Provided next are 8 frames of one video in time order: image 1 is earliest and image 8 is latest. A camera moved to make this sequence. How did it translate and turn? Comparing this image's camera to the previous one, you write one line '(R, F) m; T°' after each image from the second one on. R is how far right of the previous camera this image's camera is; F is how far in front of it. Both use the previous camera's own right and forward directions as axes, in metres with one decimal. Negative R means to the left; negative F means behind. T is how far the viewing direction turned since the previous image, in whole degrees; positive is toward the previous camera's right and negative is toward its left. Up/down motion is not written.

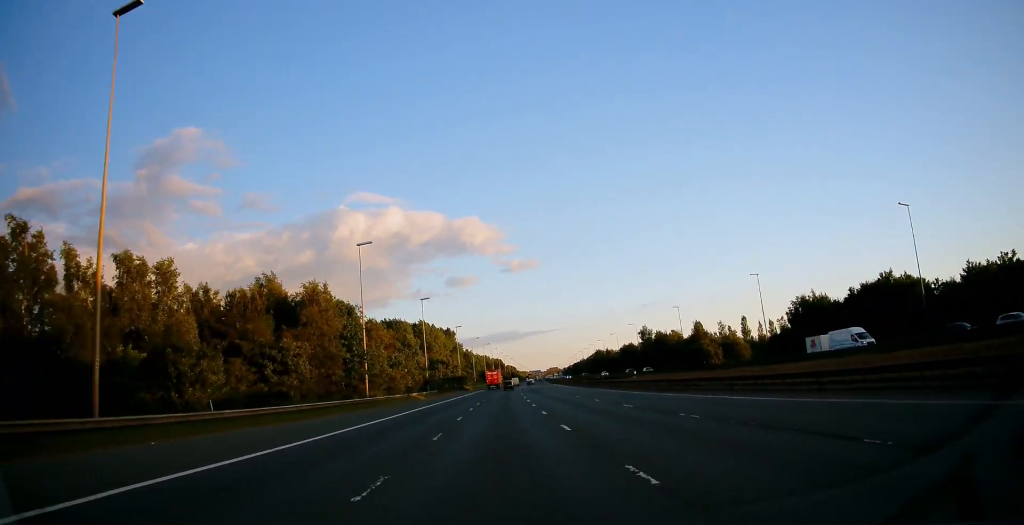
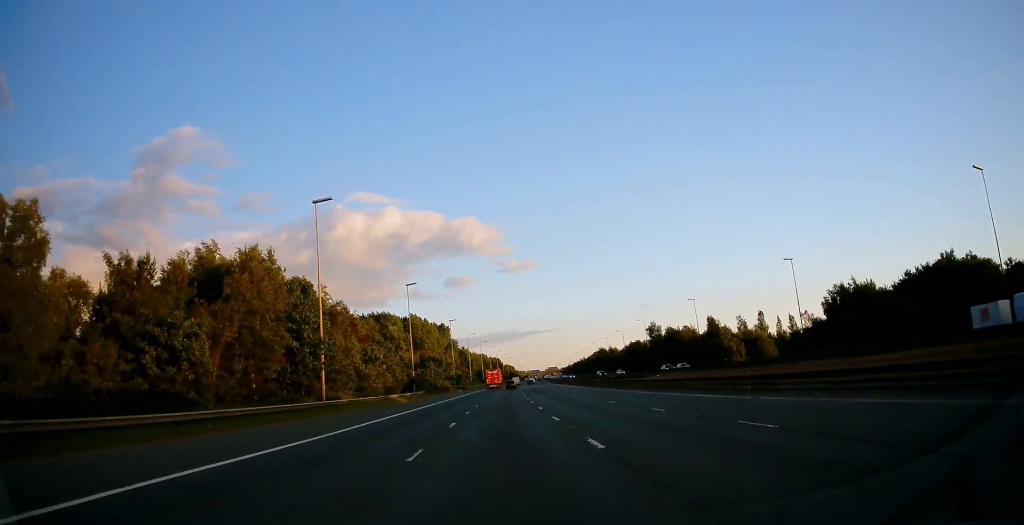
(+0.1, +13.2) m; 0°
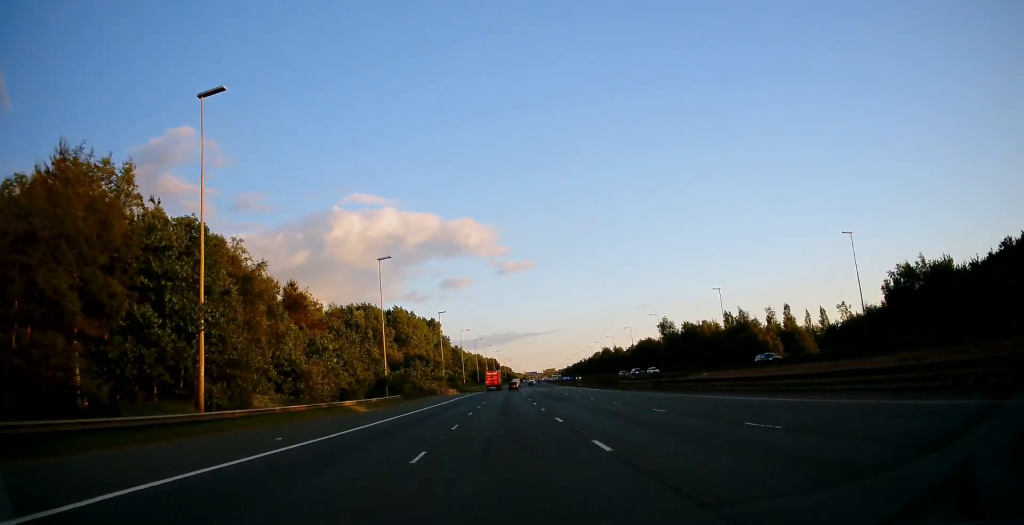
(+0.1, +18.5) m; +1°
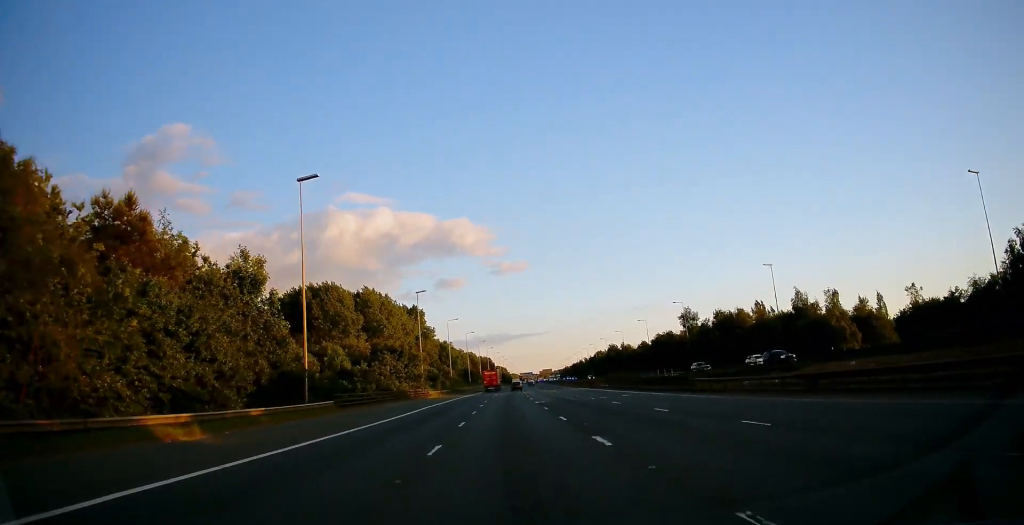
(+0.2, +25.7) m; 0°
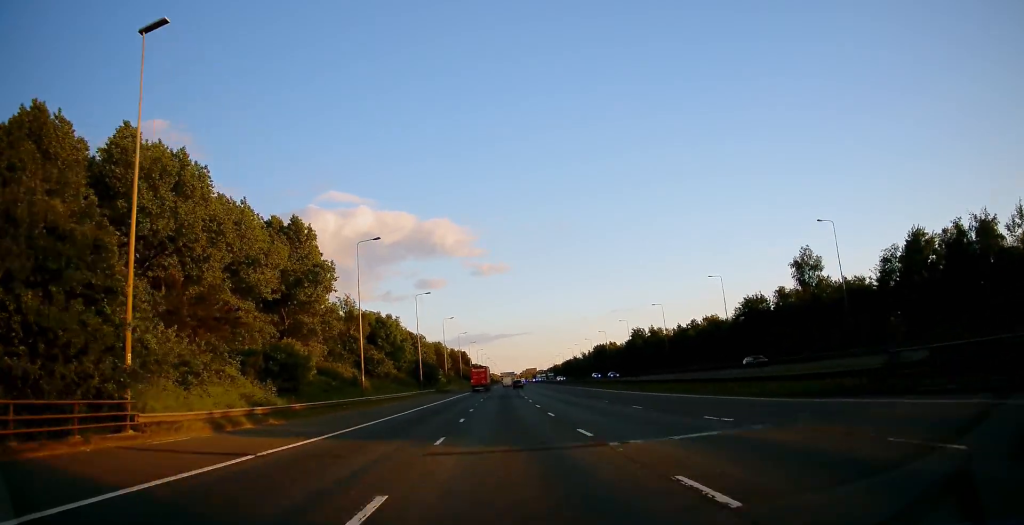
(+0.9, +69.5) m; +1°
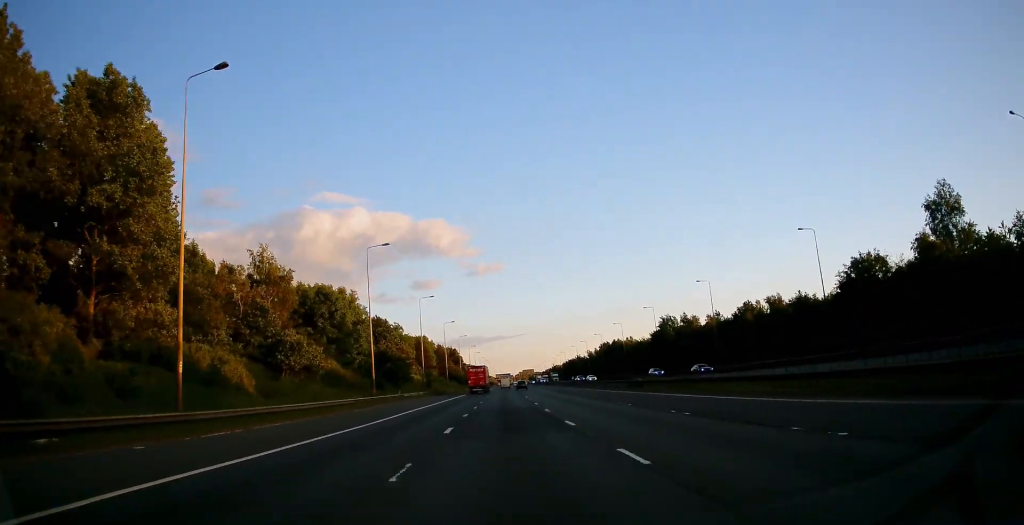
(-0.1, +31.9) m; 0°
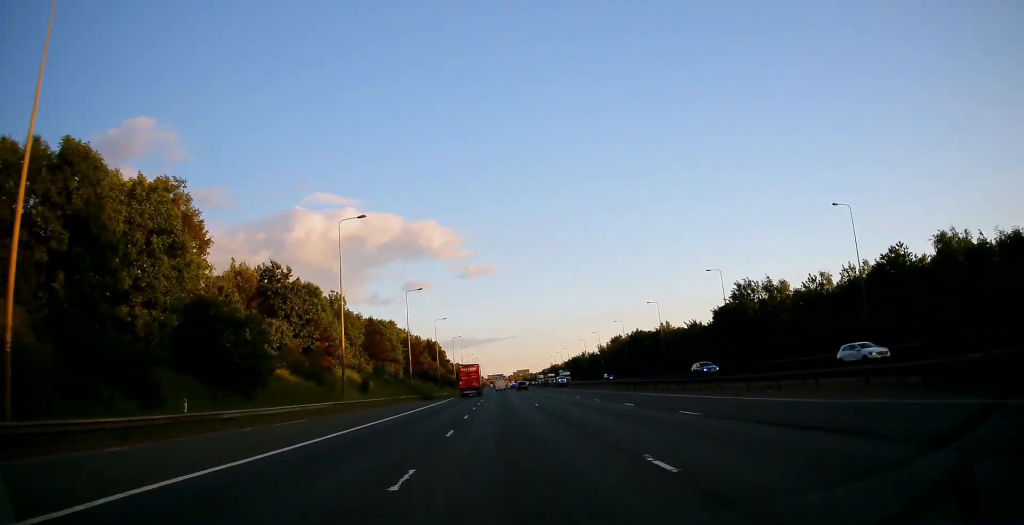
(+0.8, +45.9) m; +2°
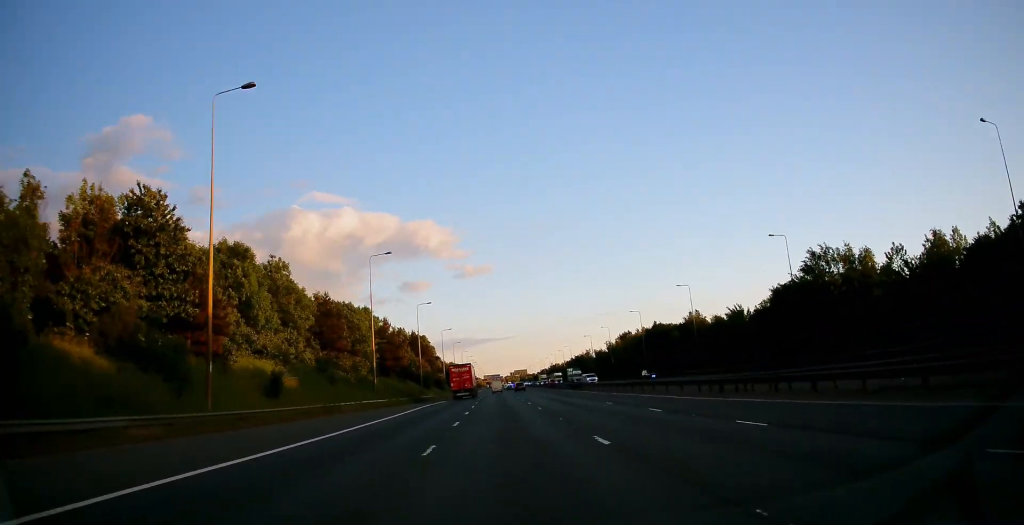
(+0.2, +22.1) m; 0°
